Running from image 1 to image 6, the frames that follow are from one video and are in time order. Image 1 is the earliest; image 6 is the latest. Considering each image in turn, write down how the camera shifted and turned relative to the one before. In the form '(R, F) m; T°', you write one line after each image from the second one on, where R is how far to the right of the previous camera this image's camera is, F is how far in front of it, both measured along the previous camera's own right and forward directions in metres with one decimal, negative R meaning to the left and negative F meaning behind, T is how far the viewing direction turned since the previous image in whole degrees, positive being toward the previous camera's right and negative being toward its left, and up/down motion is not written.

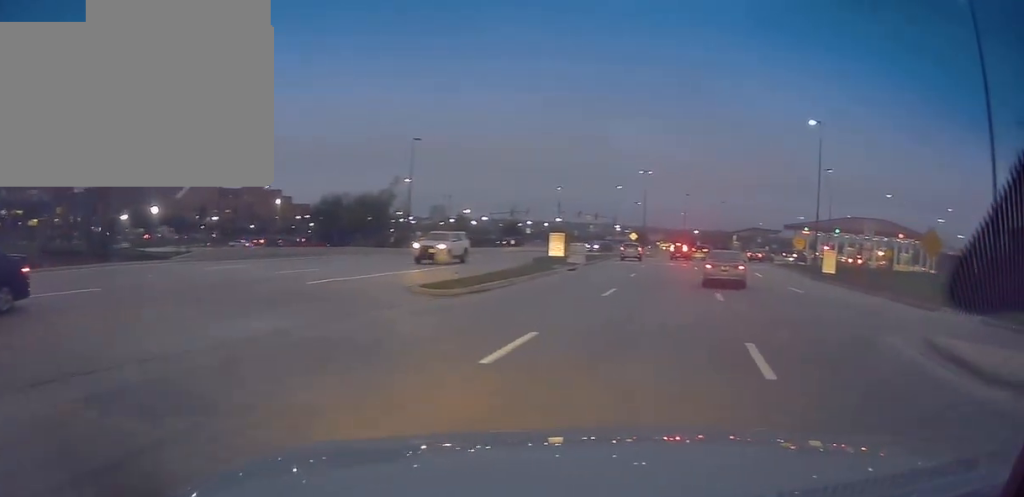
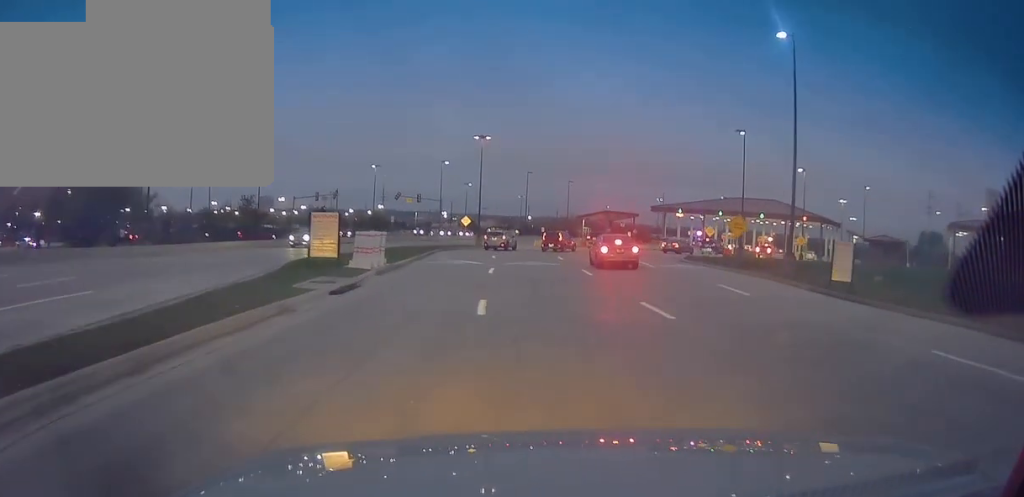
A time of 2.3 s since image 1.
(+2.9, +18.5) m; +17°
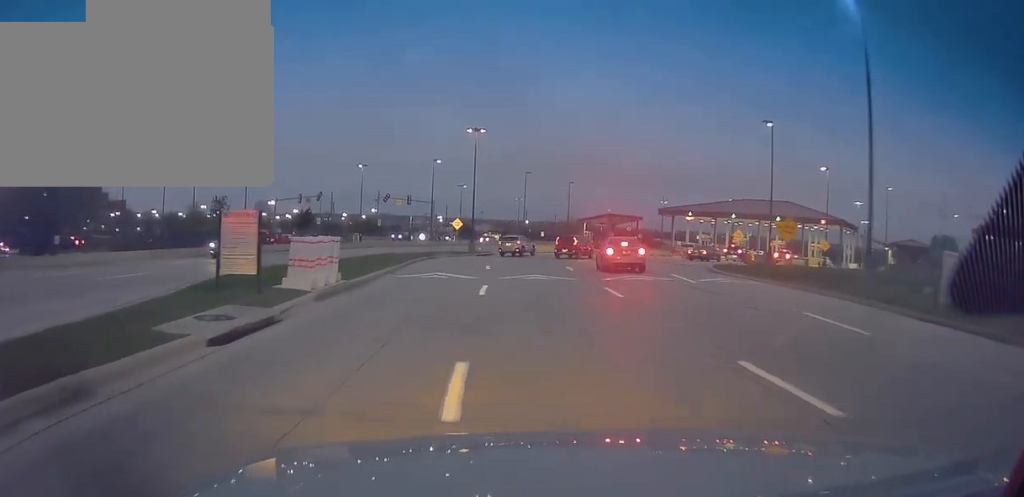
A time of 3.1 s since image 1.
(+0.3, +7.0) m; +2°
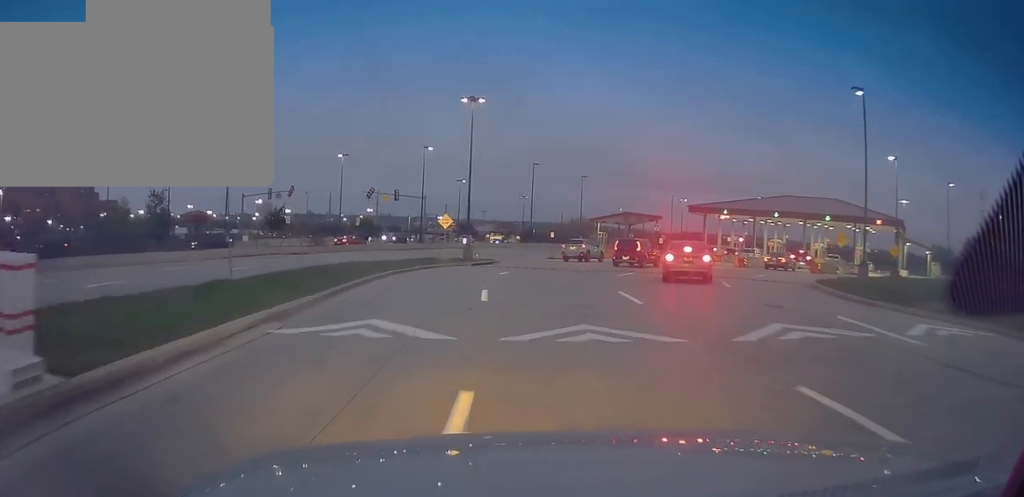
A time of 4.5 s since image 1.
(+0.1, +14.0) m; +2°
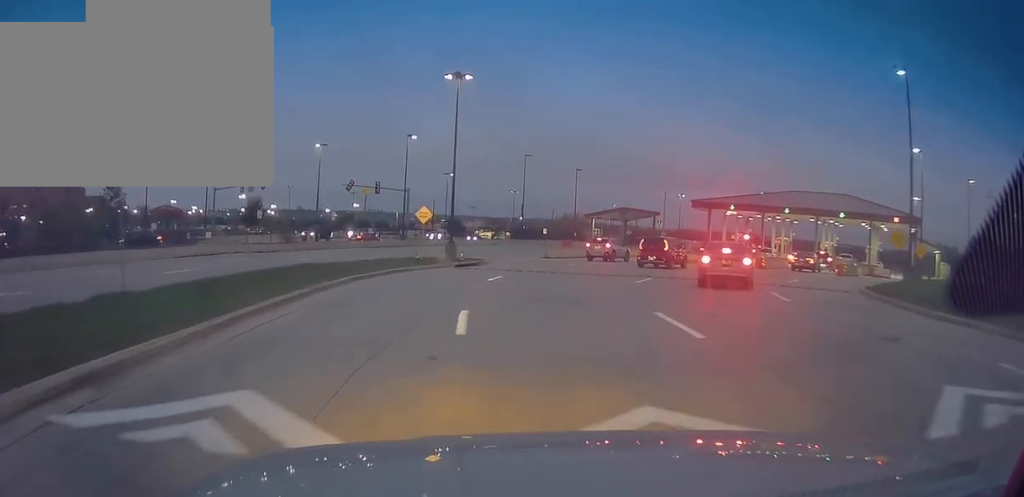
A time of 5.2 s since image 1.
(+0.1, +6.0) m; +1°
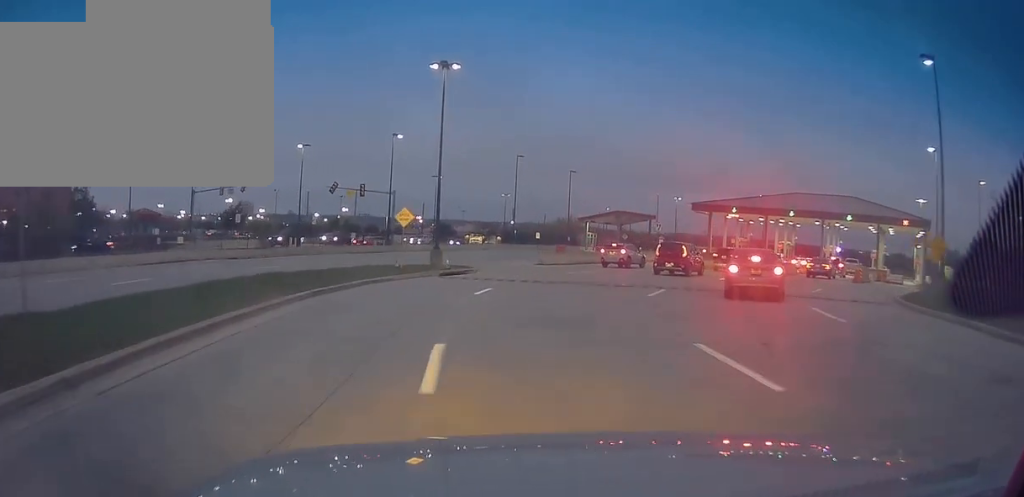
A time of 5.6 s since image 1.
(0.0, +3.8) m; -1°
